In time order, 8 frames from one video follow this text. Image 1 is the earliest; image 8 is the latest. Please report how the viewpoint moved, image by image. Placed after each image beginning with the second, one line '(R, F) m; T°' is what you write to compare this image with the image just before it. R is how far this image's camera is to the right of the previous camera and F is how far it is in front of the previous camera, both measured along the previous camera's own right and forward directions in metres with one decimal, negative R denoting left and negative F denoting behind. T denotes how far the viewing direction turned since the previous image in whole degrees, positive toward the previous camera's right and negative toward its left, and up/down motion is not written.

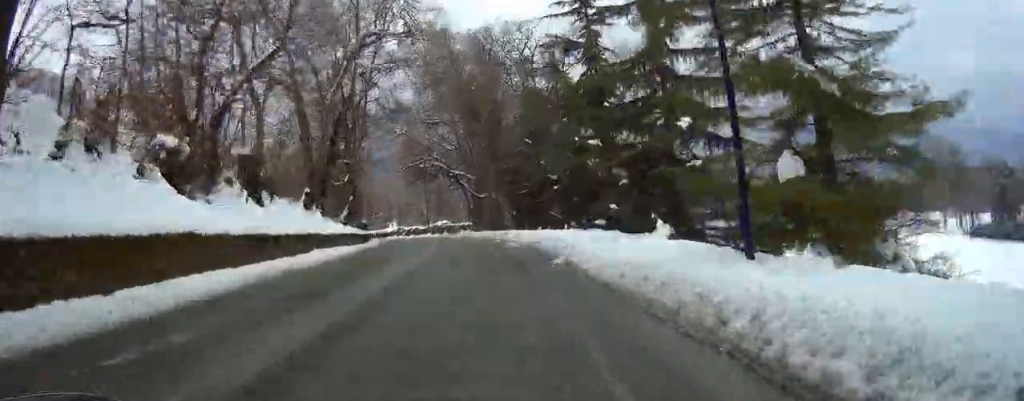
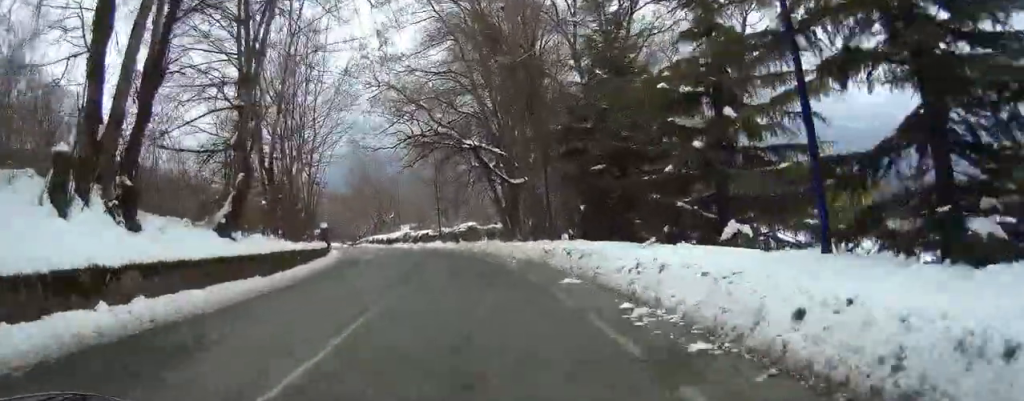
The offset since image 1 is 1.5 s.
(-1.2, +22.2) m; -5°
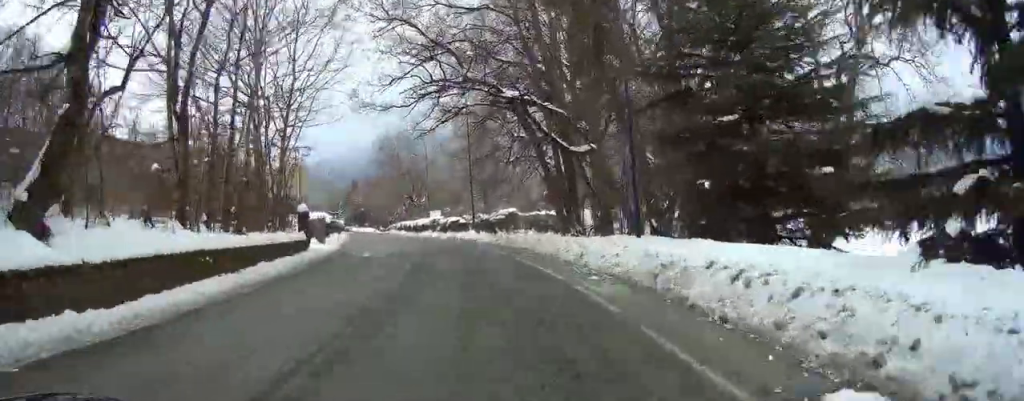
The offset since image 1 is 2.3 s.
(-0.1, +11.2) m; 0°
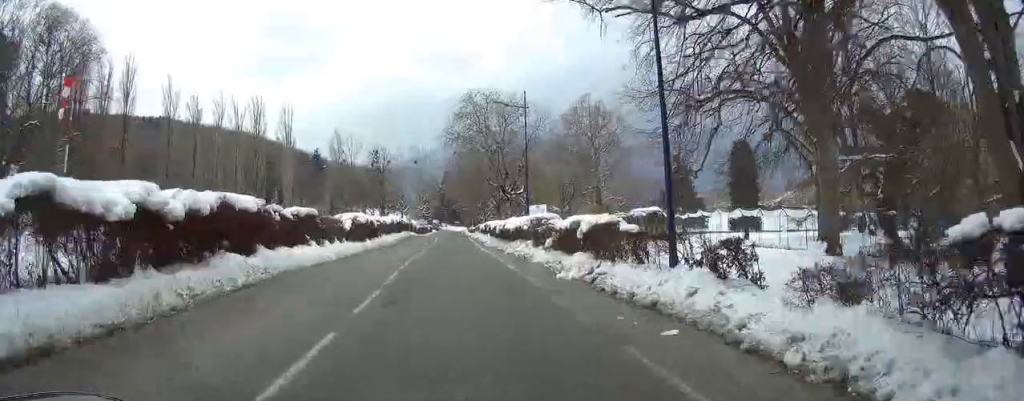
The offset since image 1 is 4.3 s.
(-1.8, +30.0) m; -10°
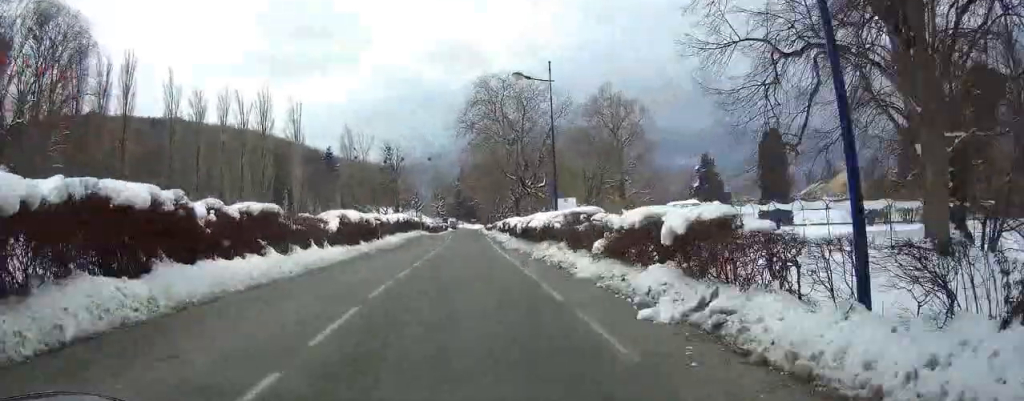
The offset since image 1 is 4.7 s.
(-0.1, +6.2) m; -2°
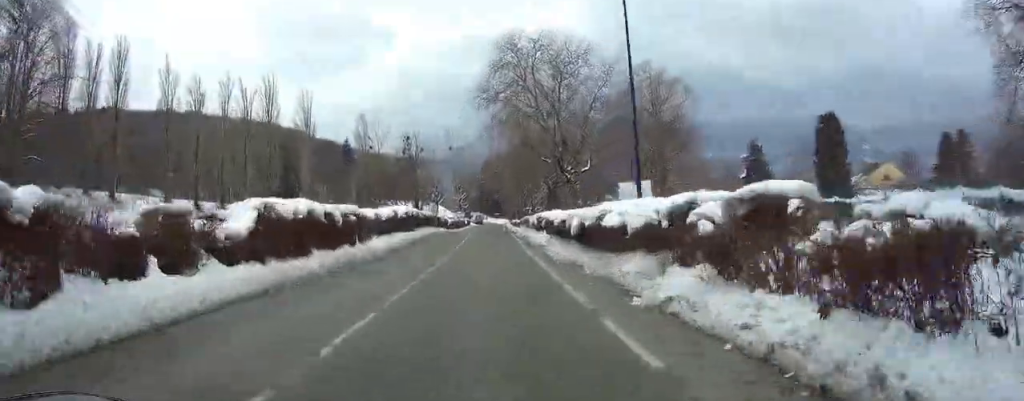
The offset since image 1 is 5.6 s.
(-0.3, +12.8) m; -1°
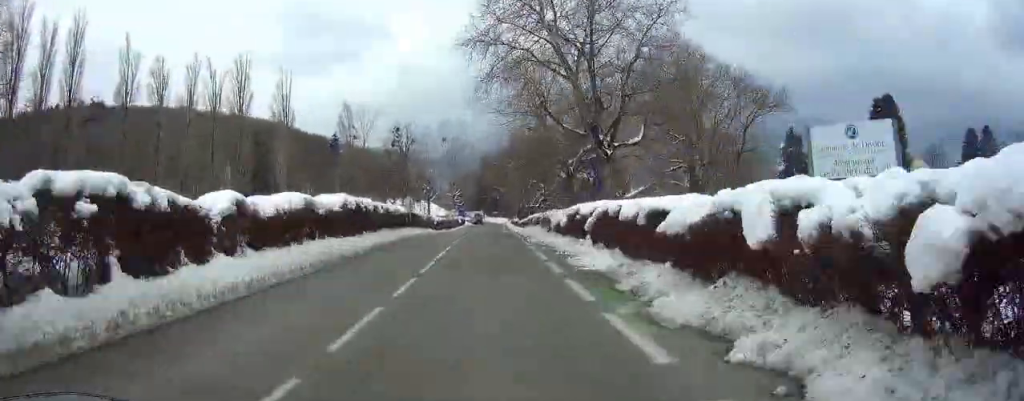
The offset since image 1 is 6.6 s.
(0.0, +16.9) m; 0°
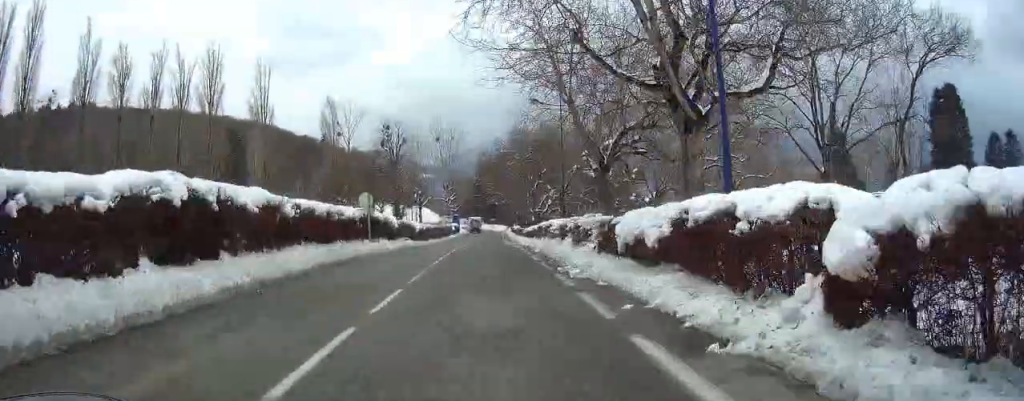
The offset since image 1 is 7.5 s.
(+0.1, +14.5) m; +1°
